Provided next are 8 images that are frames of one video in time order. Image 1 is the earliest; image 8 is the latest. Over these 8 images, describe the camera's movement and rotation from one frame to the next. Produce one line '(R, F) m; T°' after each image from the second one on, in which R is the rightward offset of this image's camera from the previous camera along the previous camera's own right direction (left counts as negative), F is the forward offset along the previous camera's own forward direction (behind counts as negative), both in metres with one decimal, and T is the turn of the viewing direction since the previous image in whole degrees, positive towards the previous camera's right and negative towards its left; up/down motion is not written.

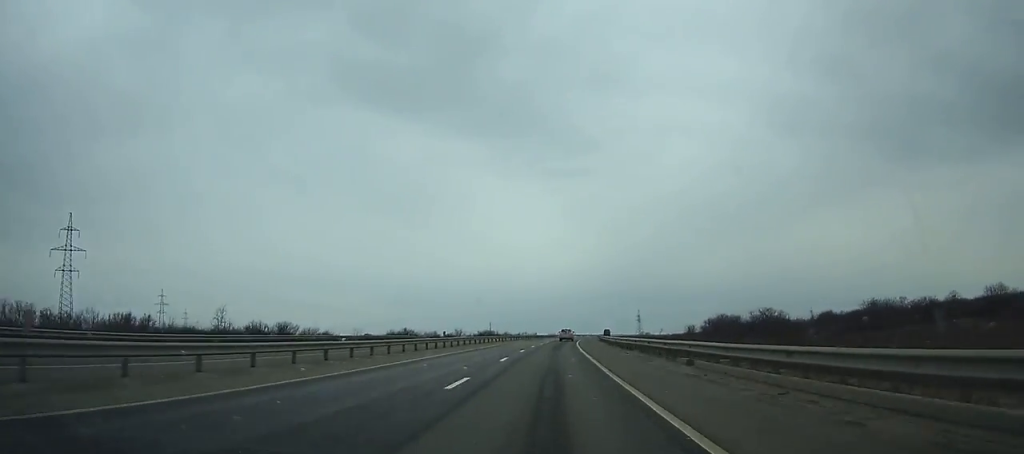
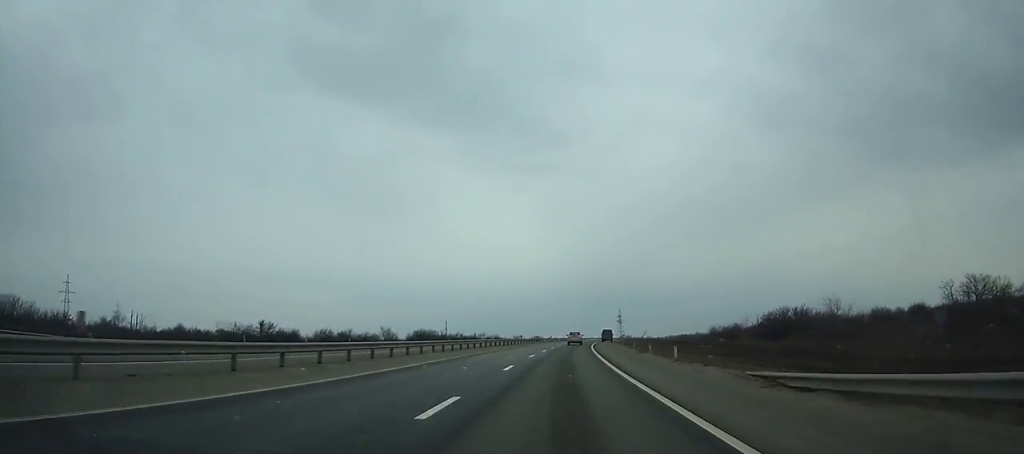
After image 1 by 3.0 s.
(+1.9, +75.0) m; +4°
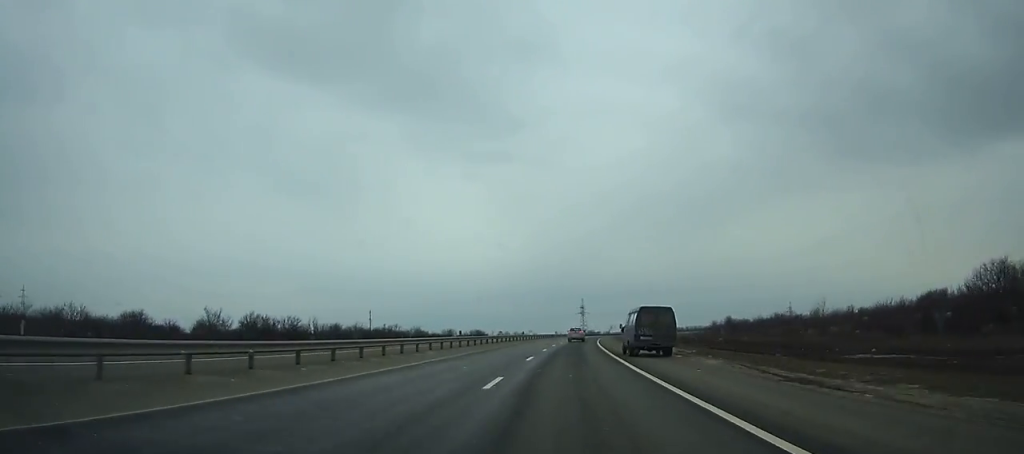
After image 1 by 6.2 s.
(+3.4, +78.4) m; +5°
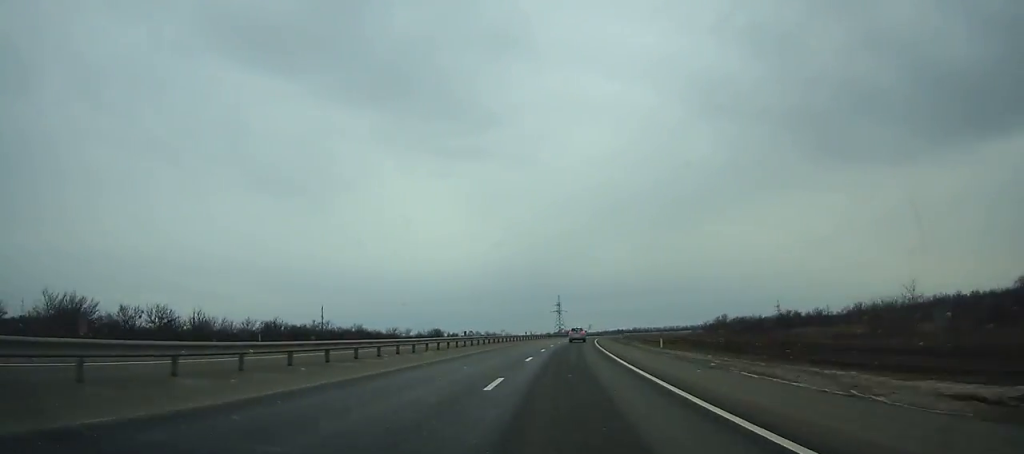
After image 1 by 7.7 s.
(+0.8, +36.4) m; +2°
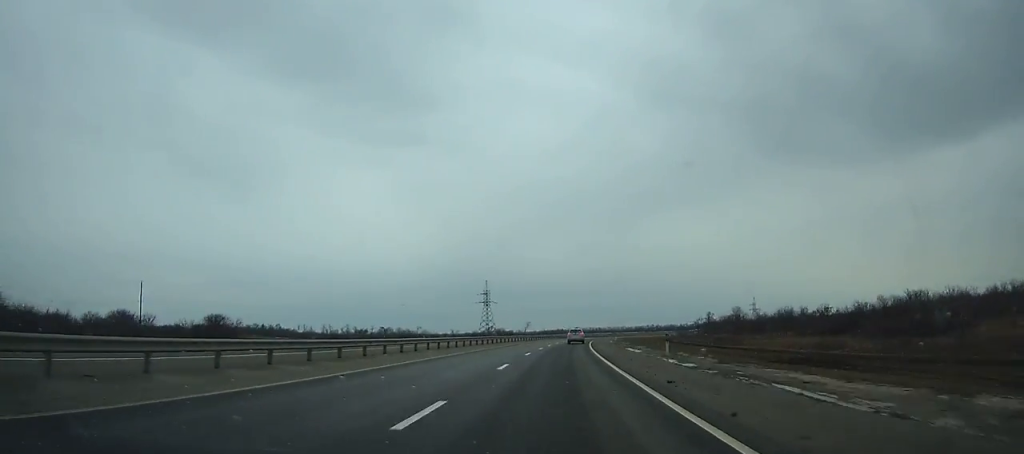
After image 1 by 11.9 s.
(+5.3, +101.0) m; +6°
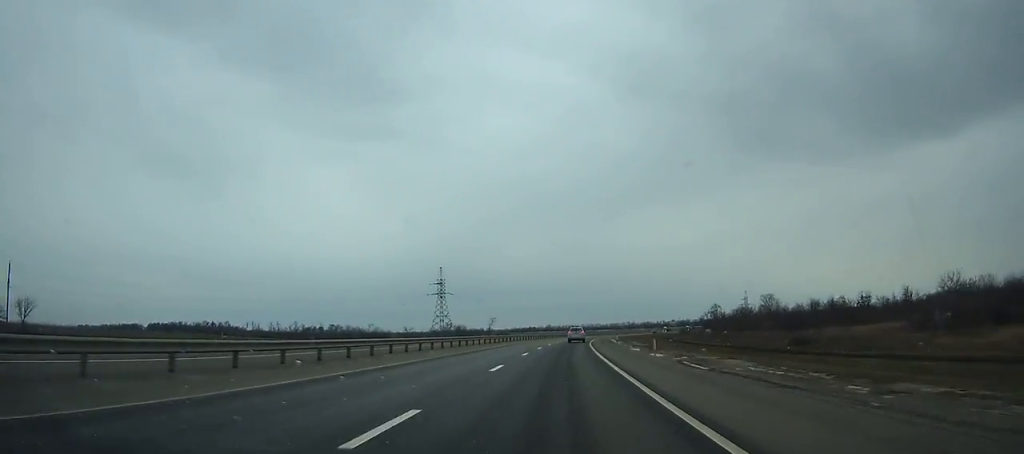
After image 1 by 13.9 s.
(+1.2, +48.2) m; +3°
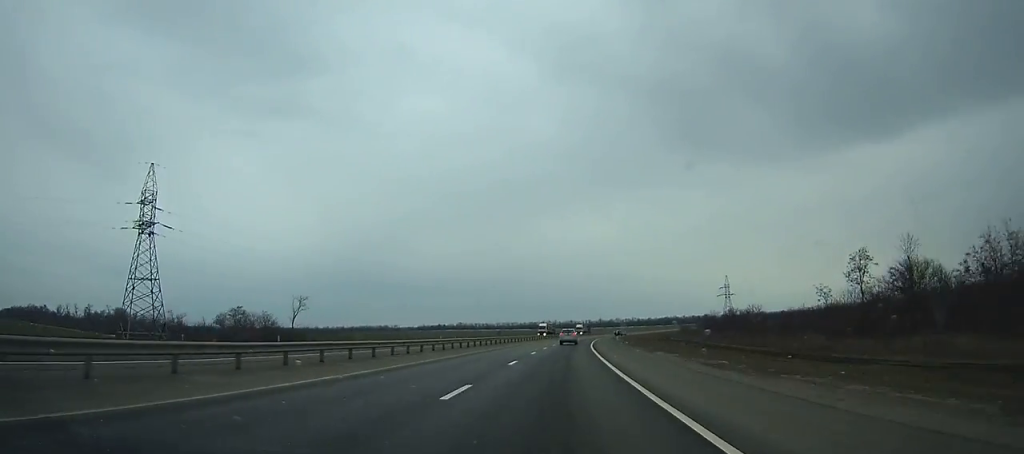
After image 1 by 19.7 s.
(+9.5, +139.3) m; +8°
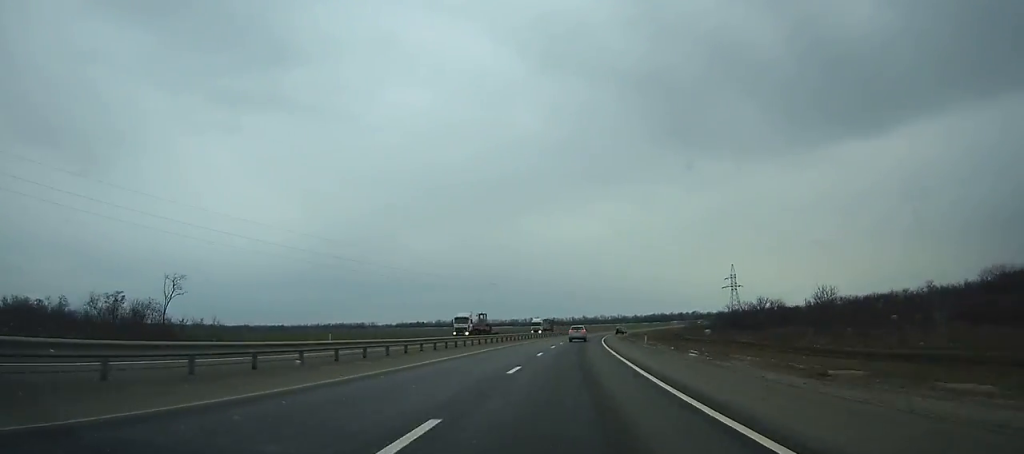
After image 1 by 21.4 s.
(+0.8, +40.9) m; +2°
